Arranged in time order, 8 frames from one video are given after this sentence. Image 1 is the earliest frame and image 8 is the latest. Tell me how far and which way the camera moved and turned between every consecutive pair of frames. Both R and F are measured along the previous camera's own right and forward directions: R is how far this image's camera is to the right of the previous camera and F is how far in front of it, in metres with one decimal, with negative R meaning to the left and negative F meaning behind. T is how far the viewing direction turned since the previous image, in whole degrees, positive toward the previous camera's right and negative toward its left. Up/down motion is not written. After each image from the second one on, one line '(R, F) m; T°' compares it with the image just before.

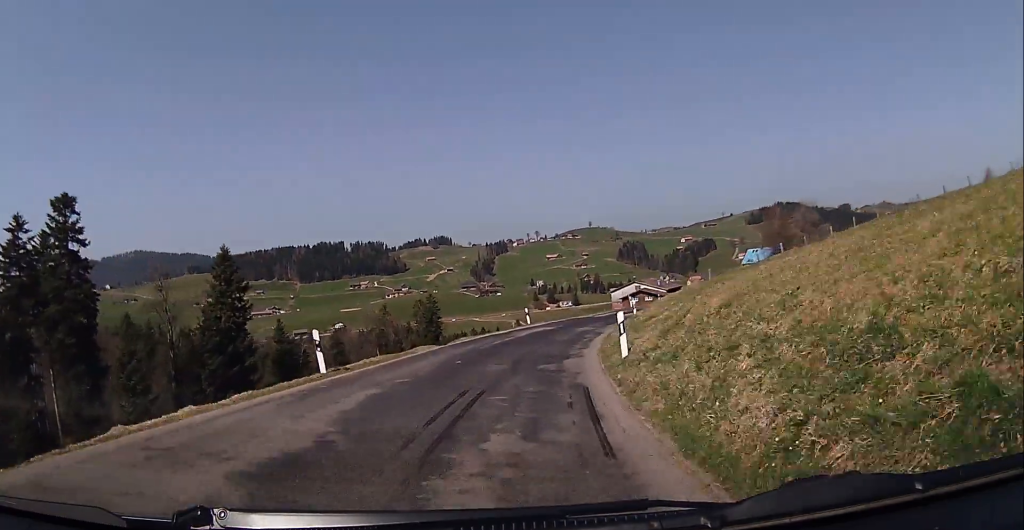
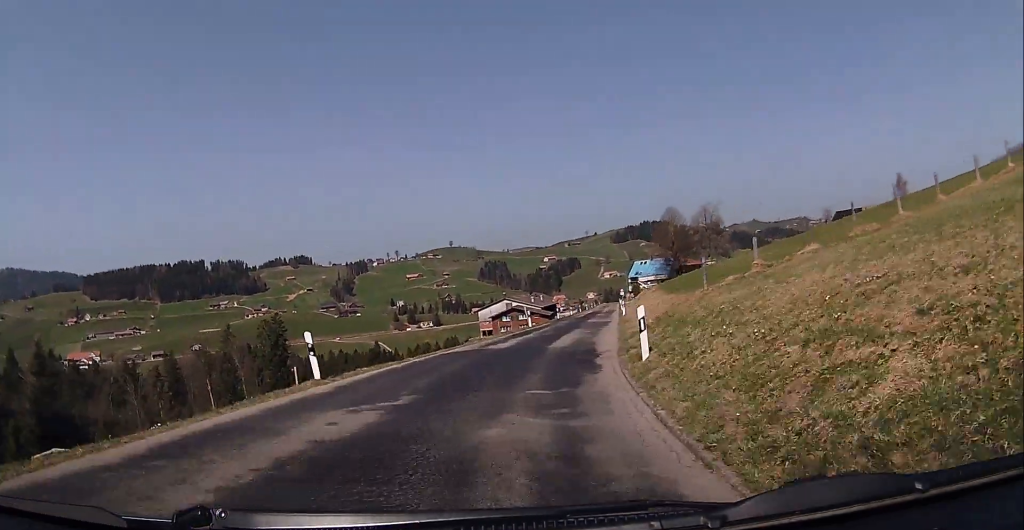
(+3.6, +21.5) m; +15°
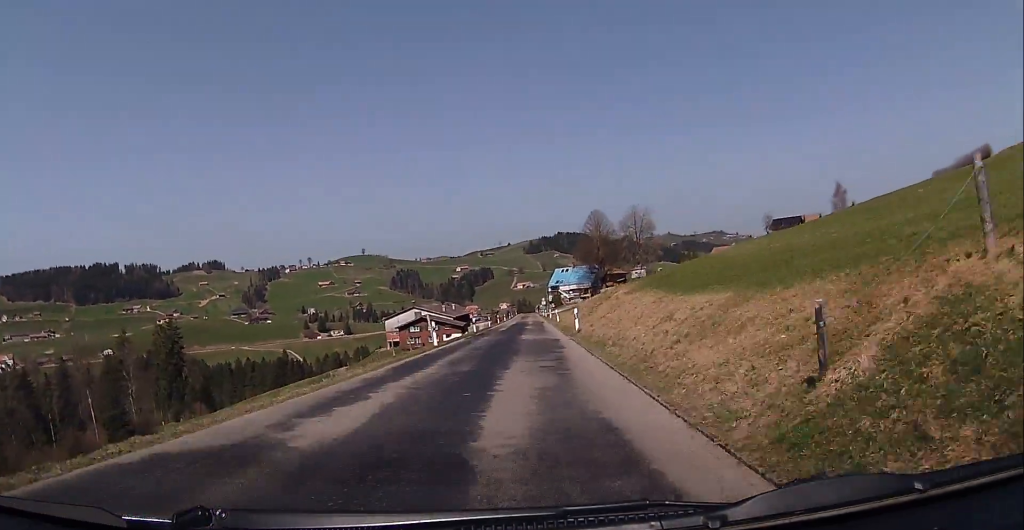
(+0.2, +12.7) m; +6°
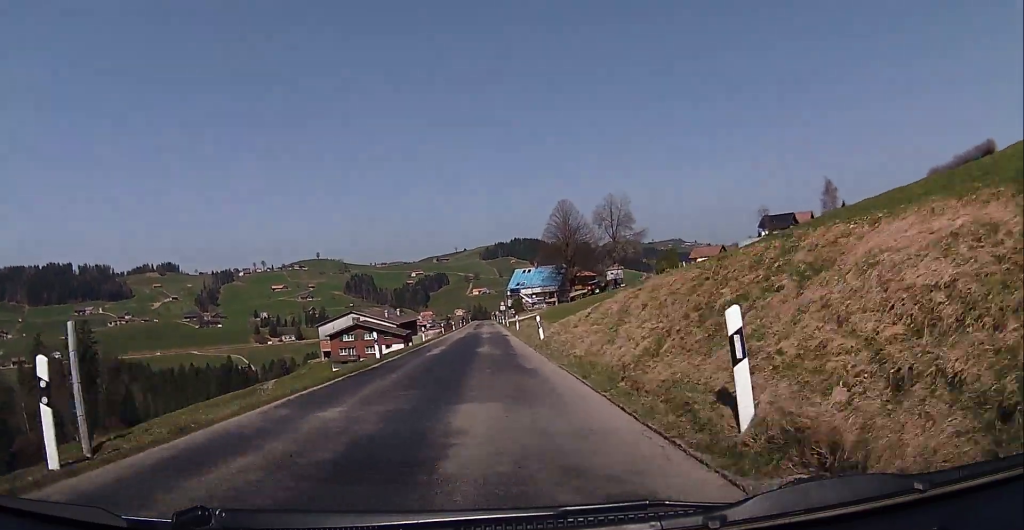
(+2.6, +21.2) m; +10°
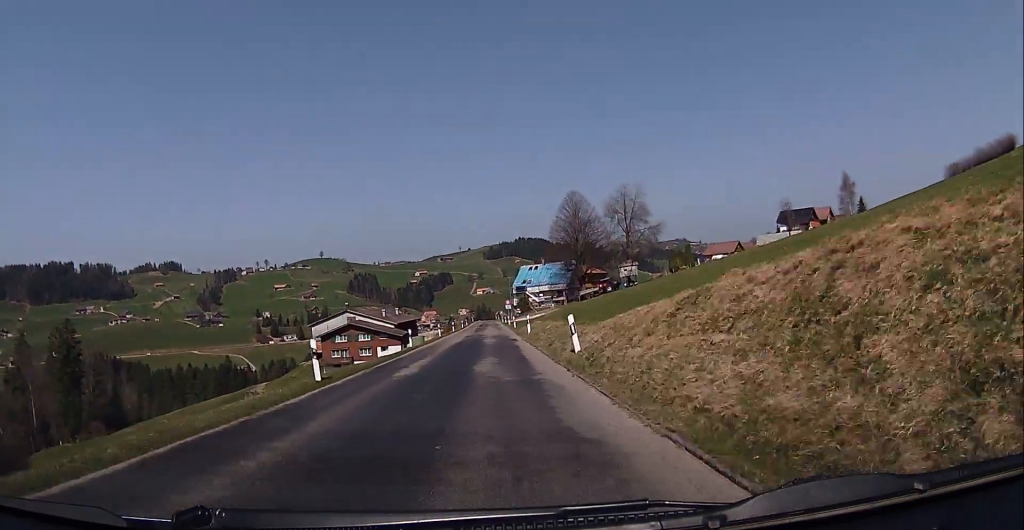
(+0.2, +8.3) m; +2°
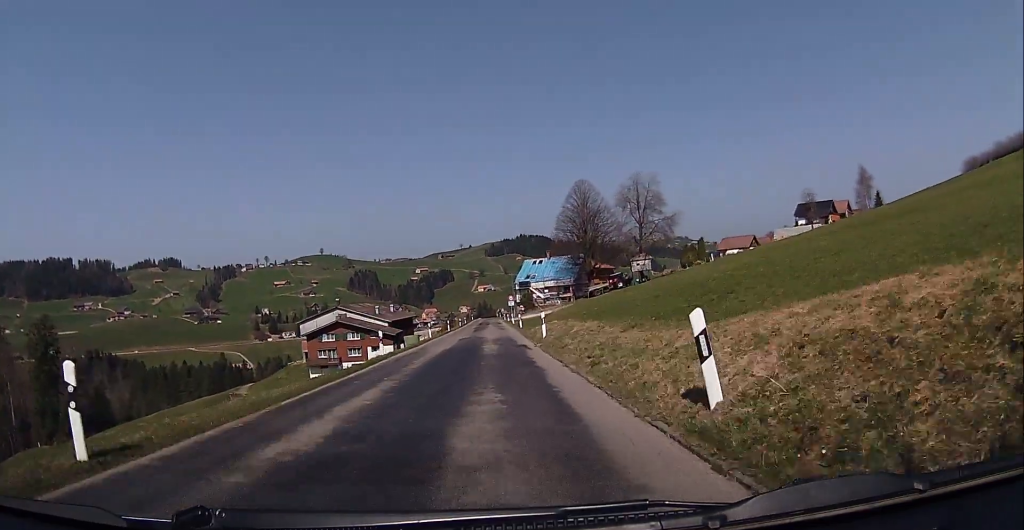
(+0.1, +8.9) m; +1°
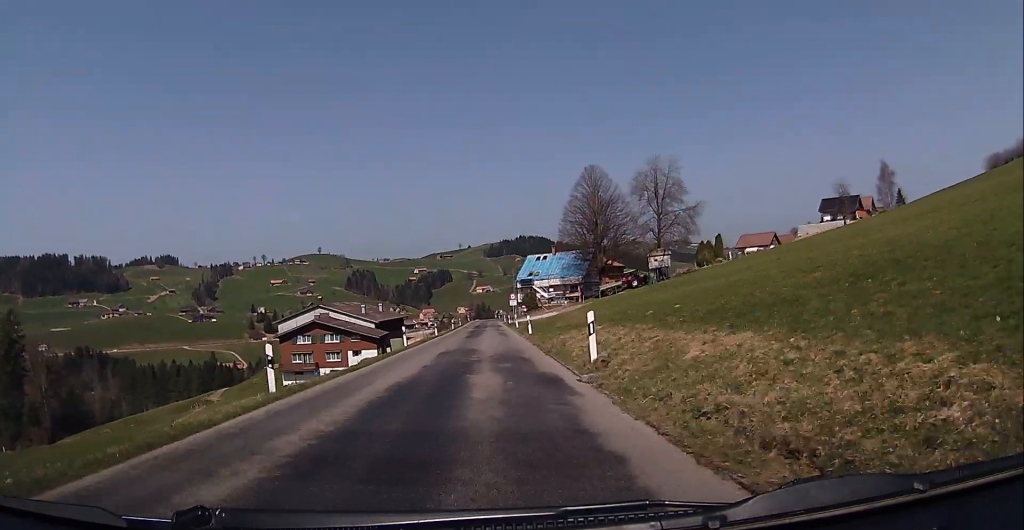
(+0.1, +12.0) m; -3°
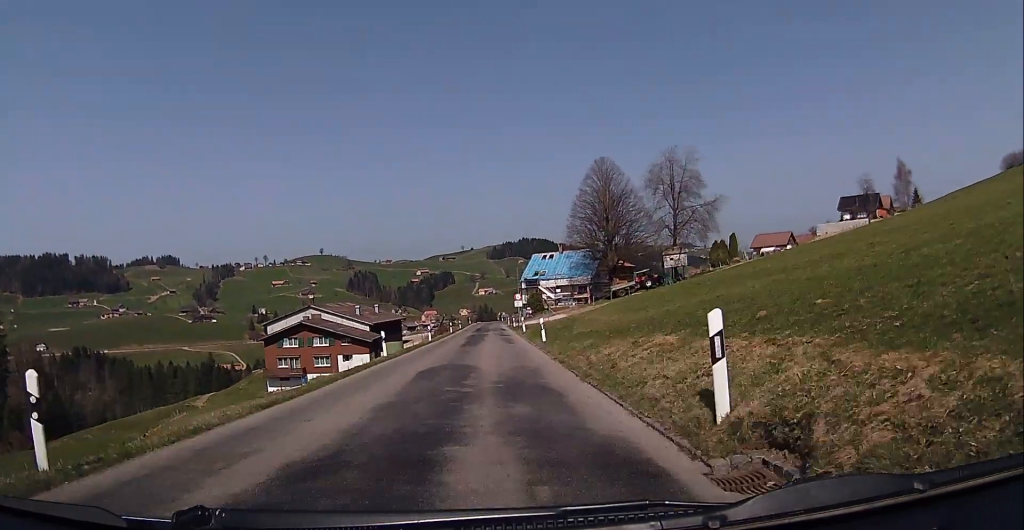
(-0.5, +6.9) m; -1°
